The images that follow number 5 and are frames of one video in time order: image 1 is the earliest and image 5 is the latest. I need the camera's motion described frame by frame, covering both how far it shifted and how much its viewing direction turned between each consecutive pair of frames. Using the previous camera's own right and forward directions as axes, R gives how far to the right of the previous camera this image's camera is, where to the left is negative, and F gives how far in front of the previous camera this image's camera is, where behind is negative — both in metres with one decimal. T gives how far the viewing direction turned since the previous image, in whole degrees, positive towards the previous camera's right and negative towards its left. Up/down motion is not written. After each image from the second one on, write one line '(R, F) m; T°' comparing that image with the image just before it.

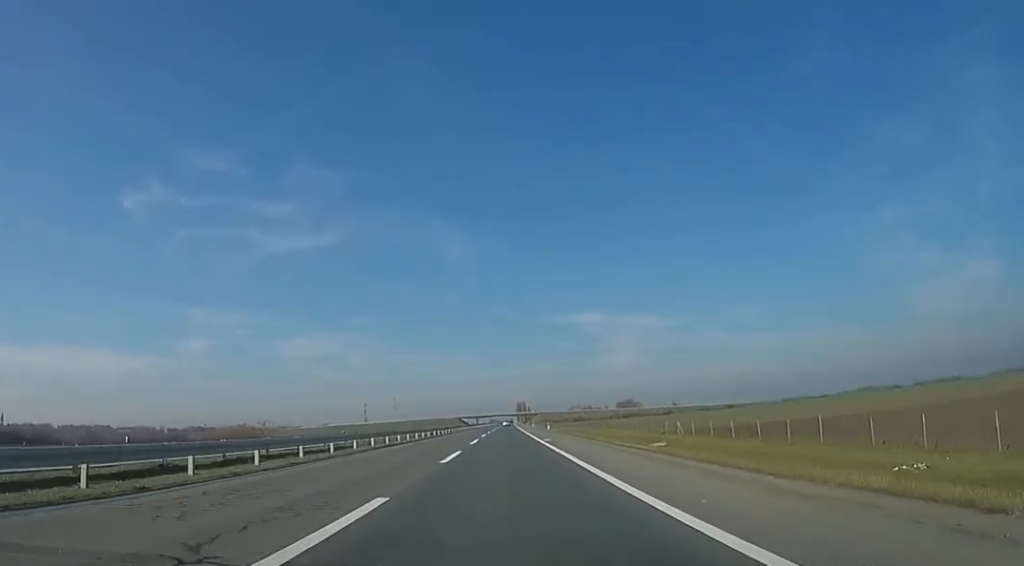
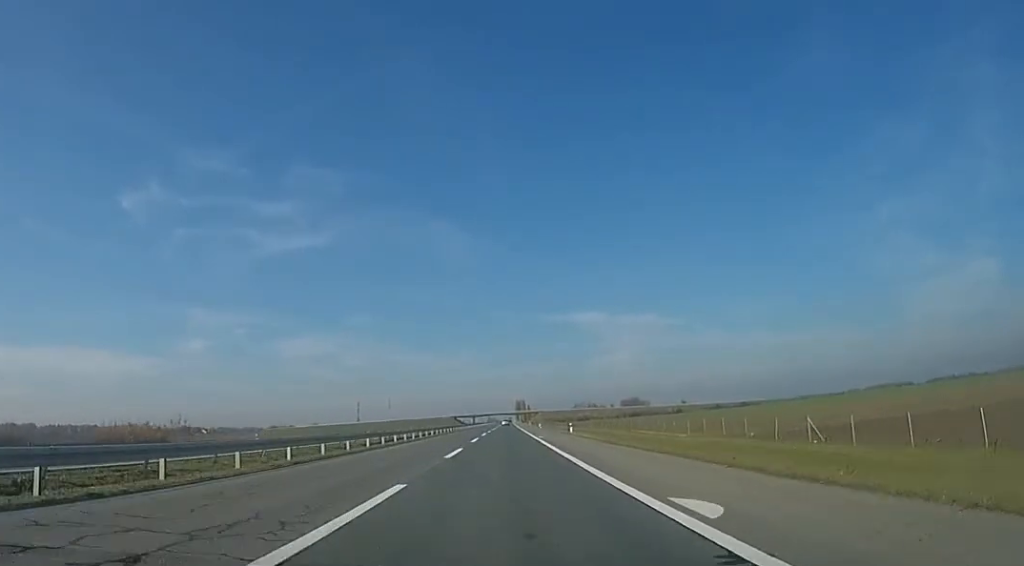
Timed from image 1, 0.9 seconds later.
(0.0, +29.2) m; 0°
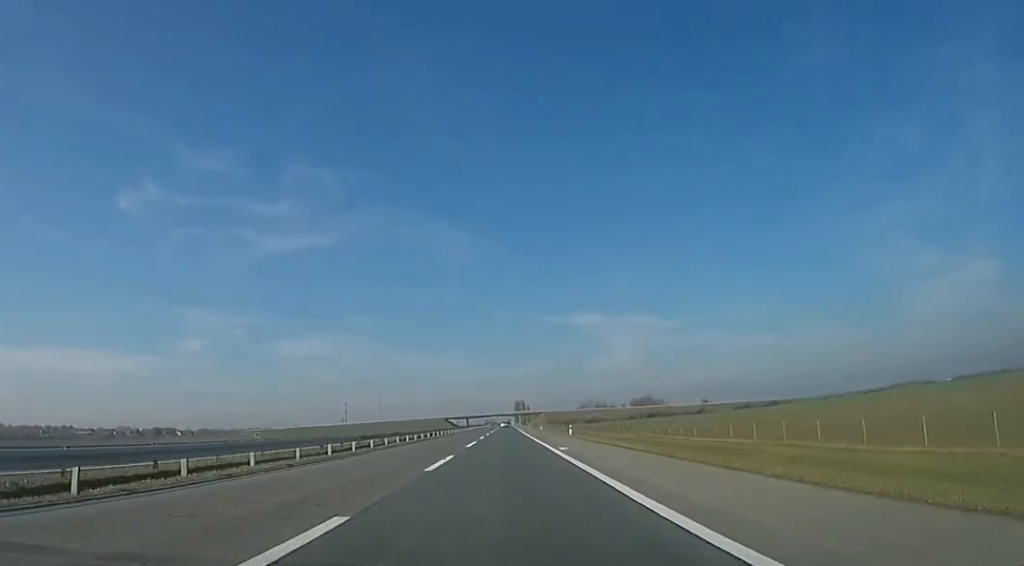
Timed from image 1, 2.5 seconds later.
(-0.8, +50.8) m; -2°
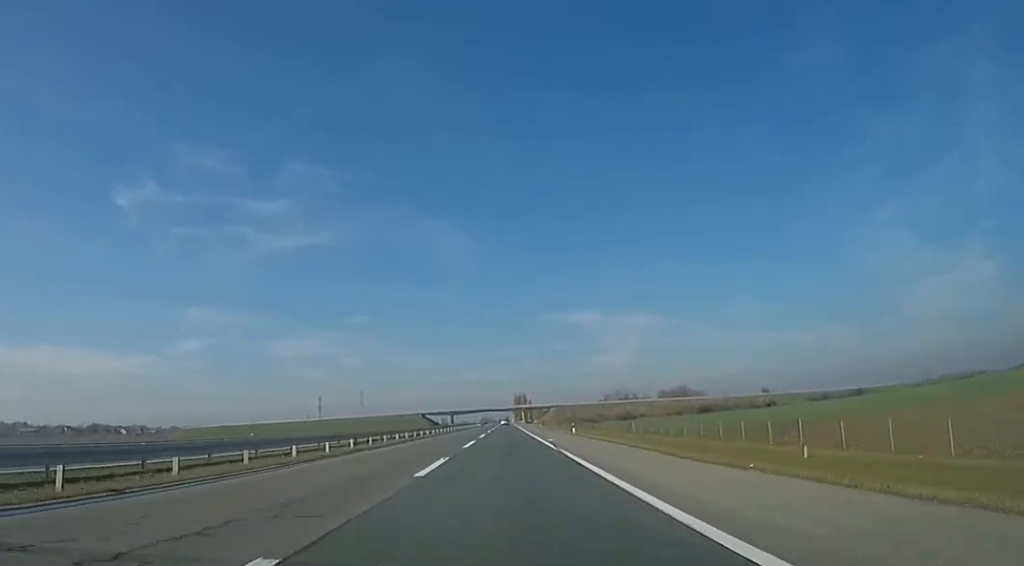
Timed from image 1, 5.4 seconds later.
(+2.1, +96.3) m; +2°
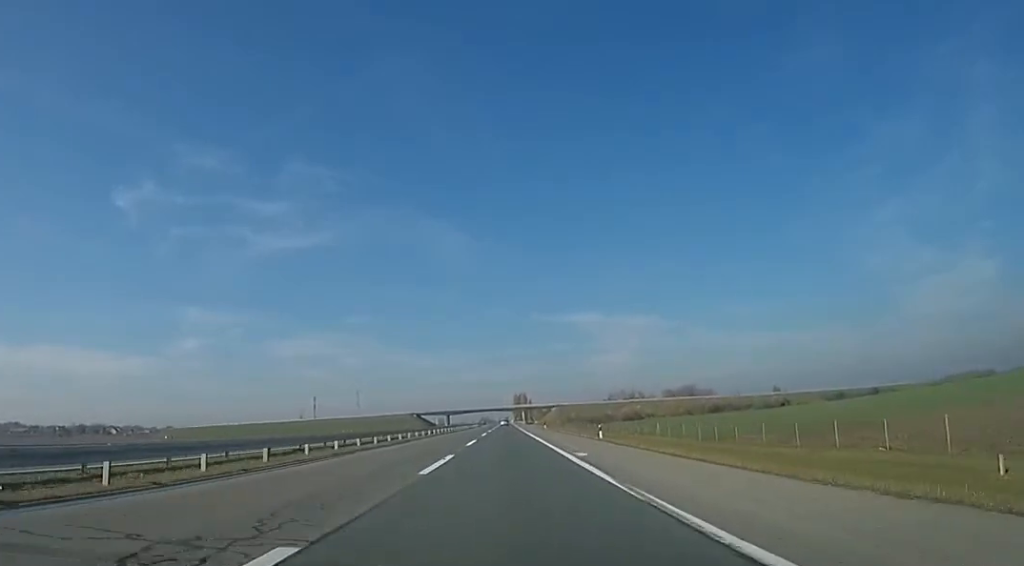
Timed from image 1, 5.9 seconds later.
(-0.5, +14.6) m; 0°
